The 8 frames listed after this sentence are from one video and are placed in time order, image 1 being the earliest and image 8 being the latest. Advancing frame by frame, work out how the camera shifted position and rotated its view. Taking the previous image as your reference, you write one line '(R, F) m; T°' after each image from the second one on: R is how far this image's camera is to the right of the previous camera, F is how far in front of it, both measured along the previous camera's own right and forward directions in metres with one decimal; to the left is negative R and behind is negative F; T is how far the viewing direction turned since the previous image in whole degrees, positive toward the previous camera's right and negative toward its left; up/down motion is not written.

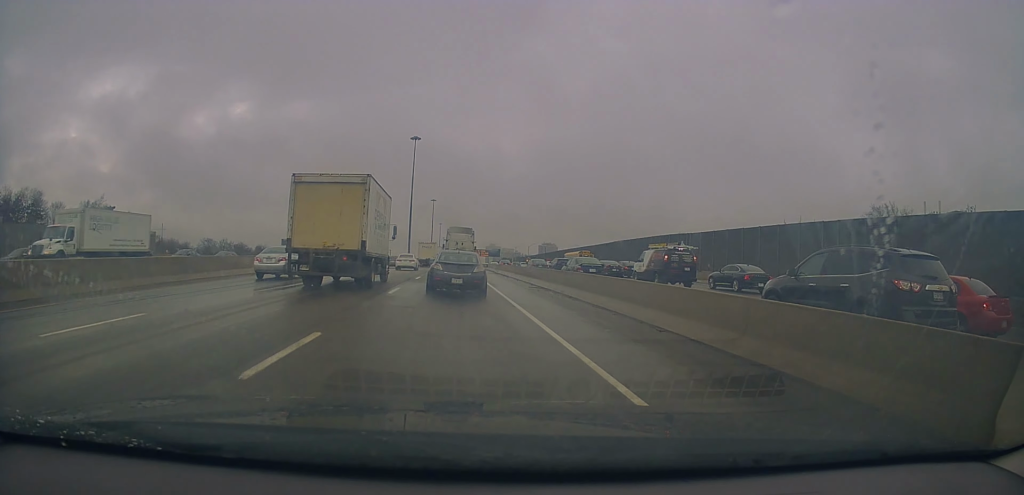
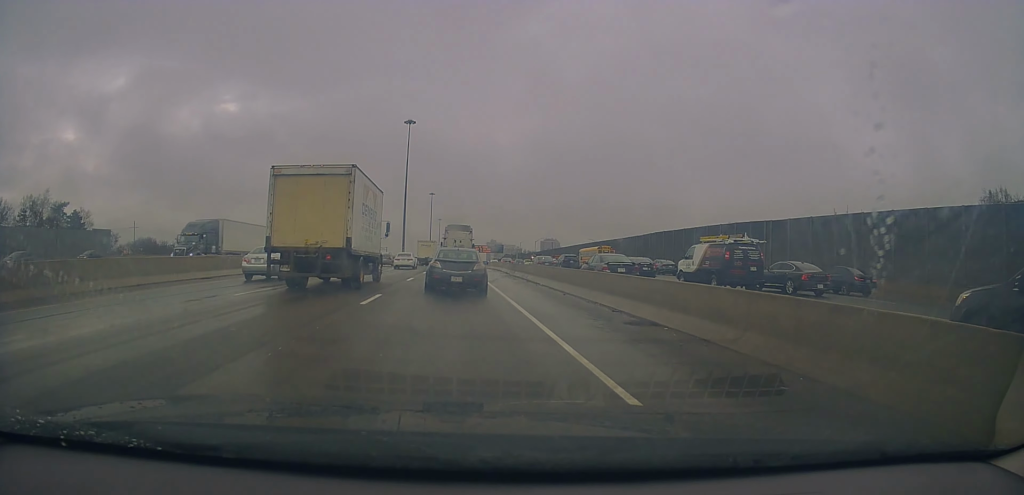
(+0.5, +17.3) m; +3°
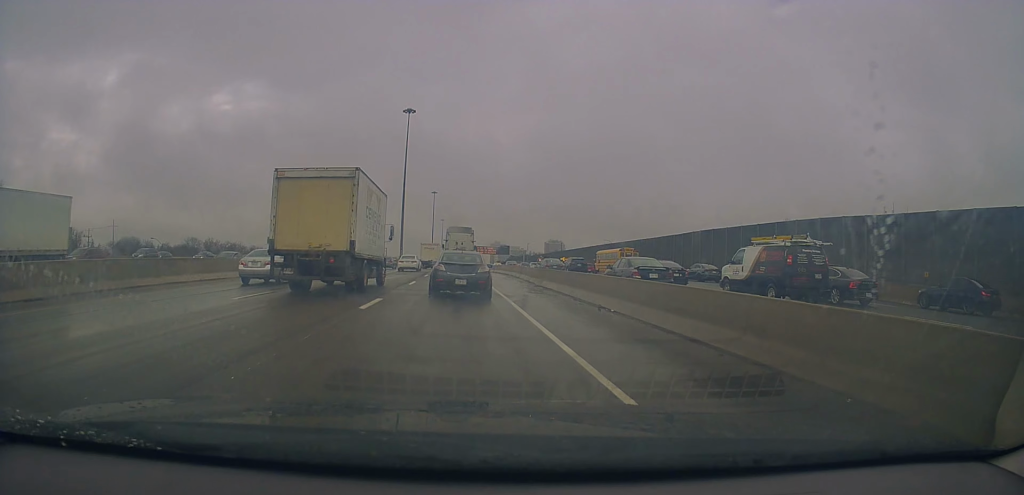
(+0.1, +13.0) m; +1°
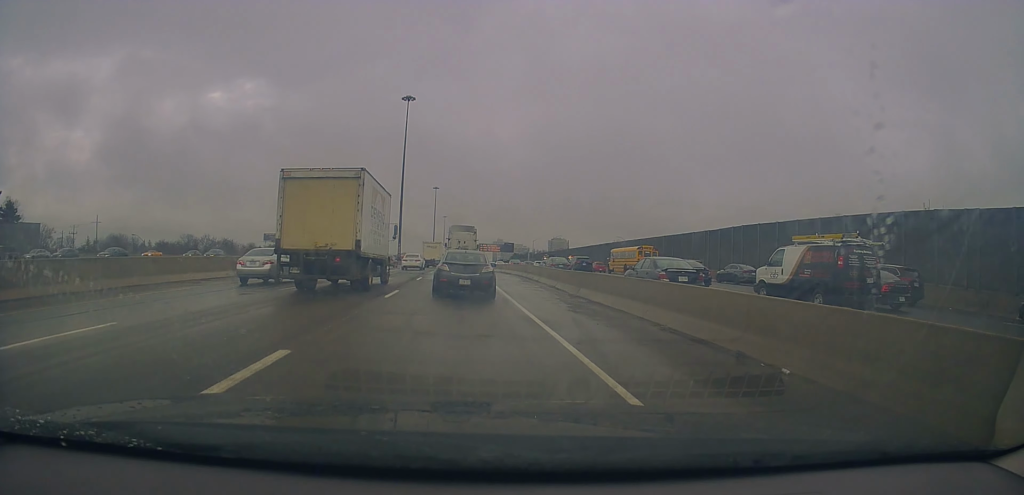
(0.0, +8.5) m; -1°
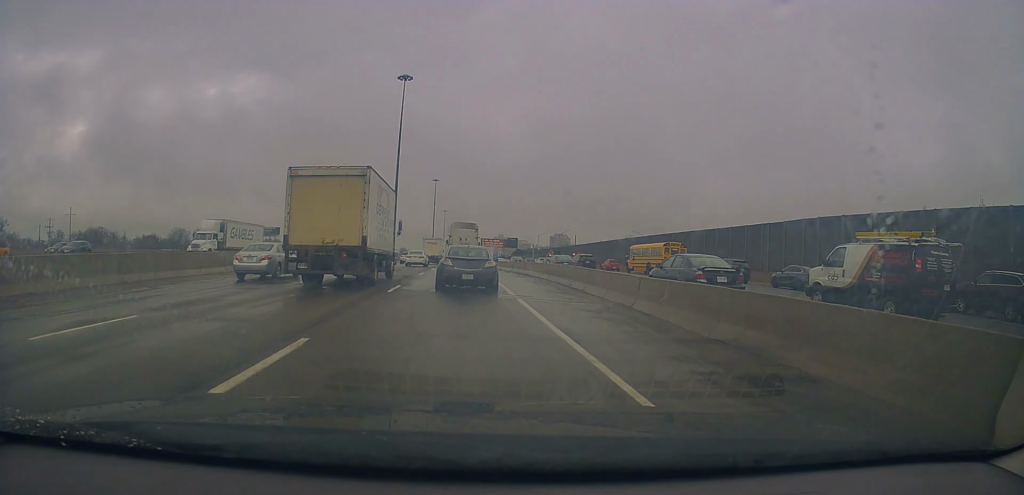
(-0.2, +11.9) m; -4°
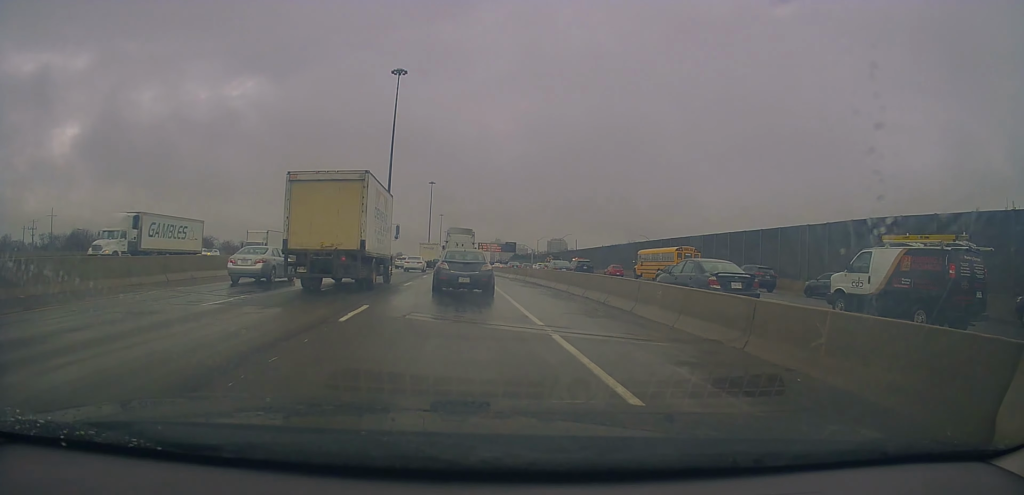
(-0.2, +6.3) m; 0°
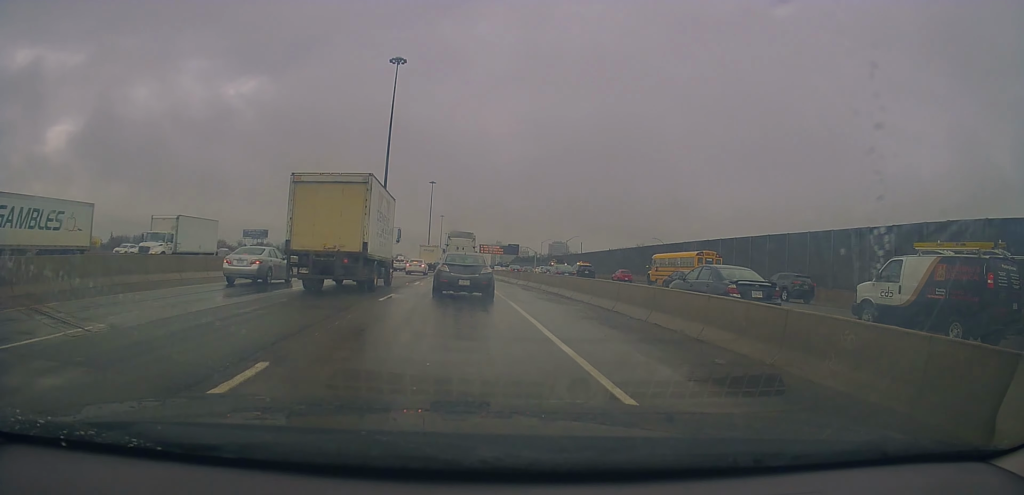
(-0.5, +7.1) m; +2°
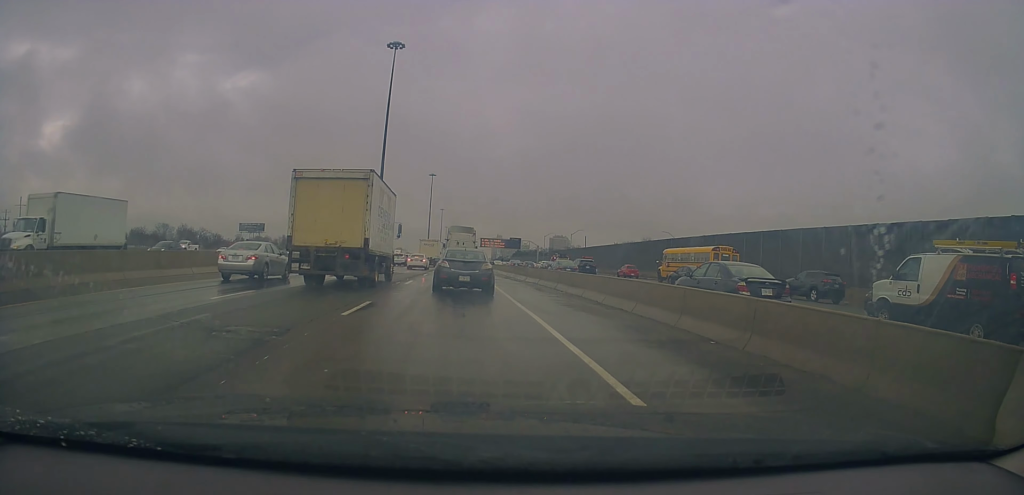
(+0.6, +4.8) m; +2°
